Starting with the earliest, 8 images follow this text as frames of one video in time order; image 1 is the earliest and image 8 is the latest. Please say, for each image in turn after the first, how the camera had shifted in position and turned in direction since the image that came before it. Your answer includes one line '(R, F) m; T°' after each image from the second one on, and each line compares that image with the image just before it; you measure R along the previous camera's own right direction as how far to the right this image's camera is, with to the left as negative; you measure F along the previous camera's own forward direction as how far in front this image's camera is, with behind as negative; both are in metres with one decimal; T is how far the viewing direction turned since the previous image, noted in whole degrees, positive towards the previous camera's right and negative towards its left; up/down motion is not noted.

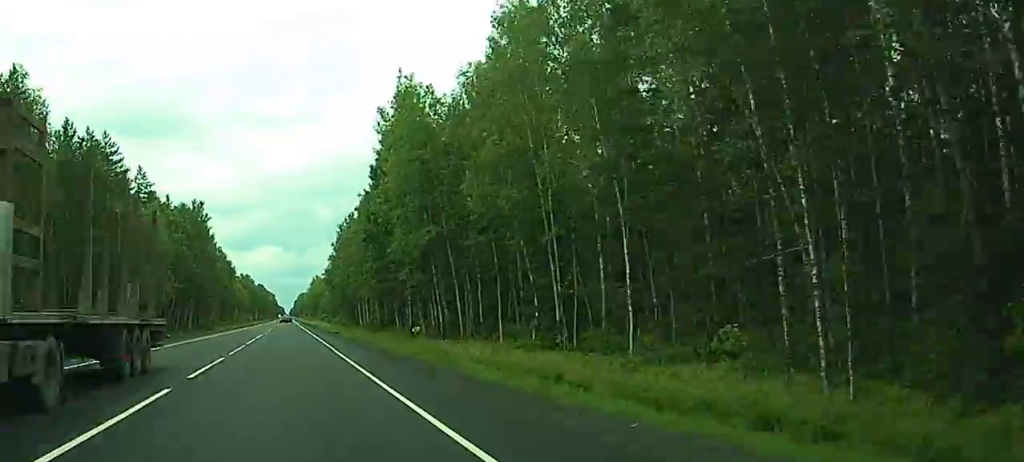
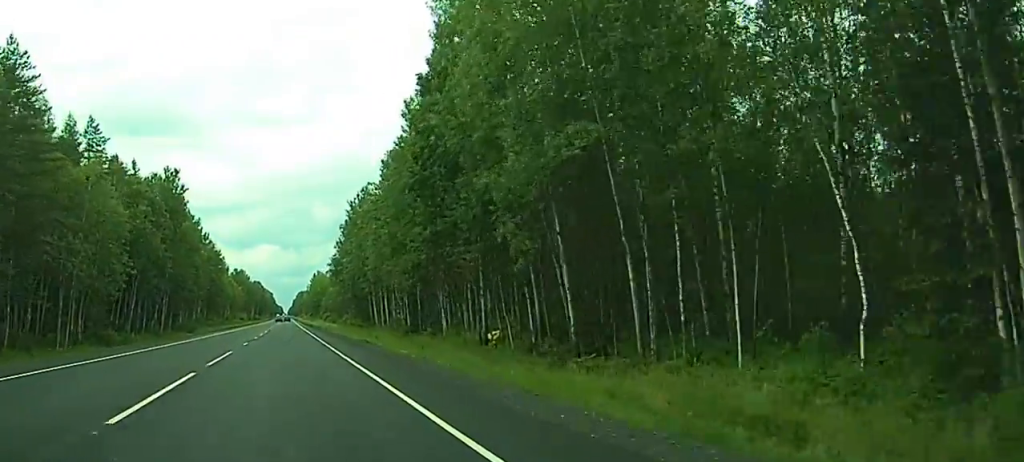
(+0.2, +32.0) m; 0°
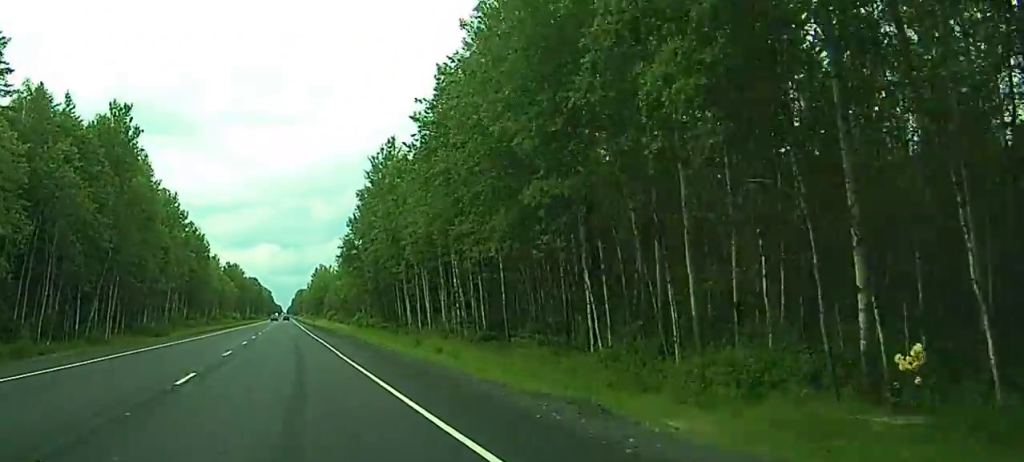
(-0.1, +35.8) m; -1°
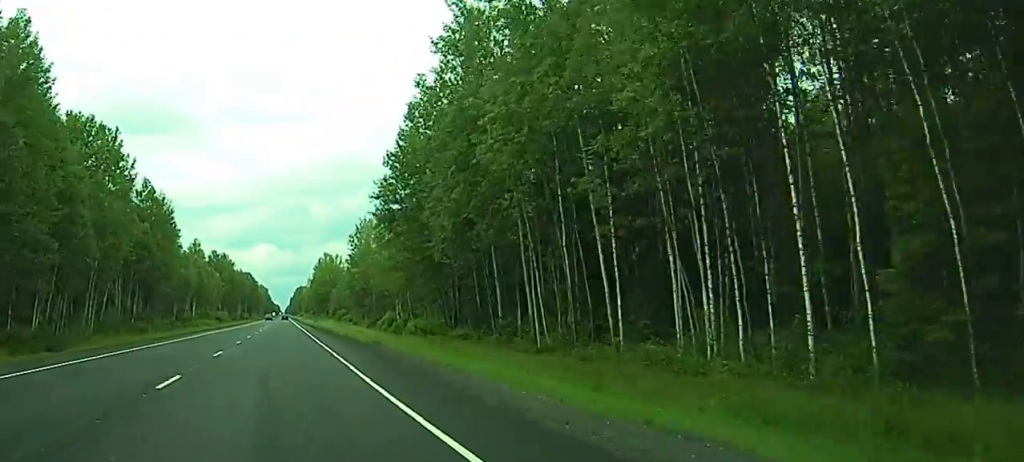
(0.0, +49.0) m; +1°
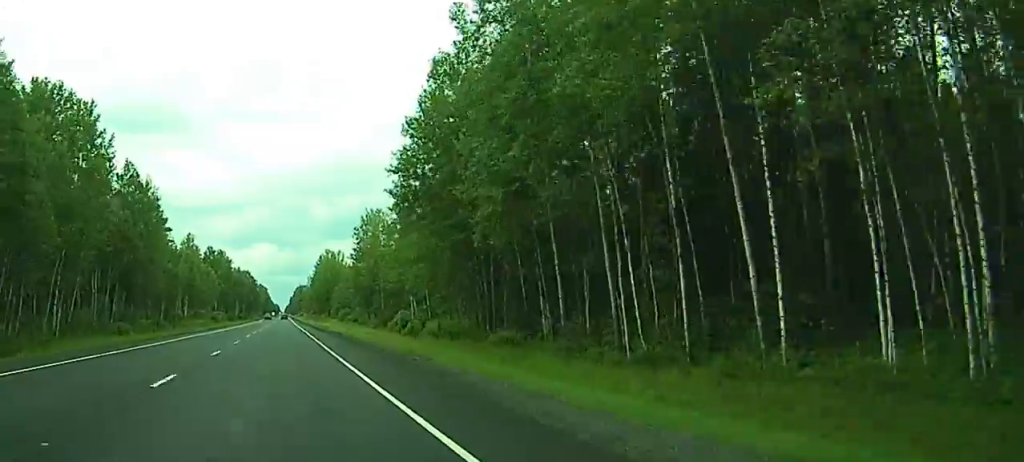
(0.0, +12.2) m; 0°
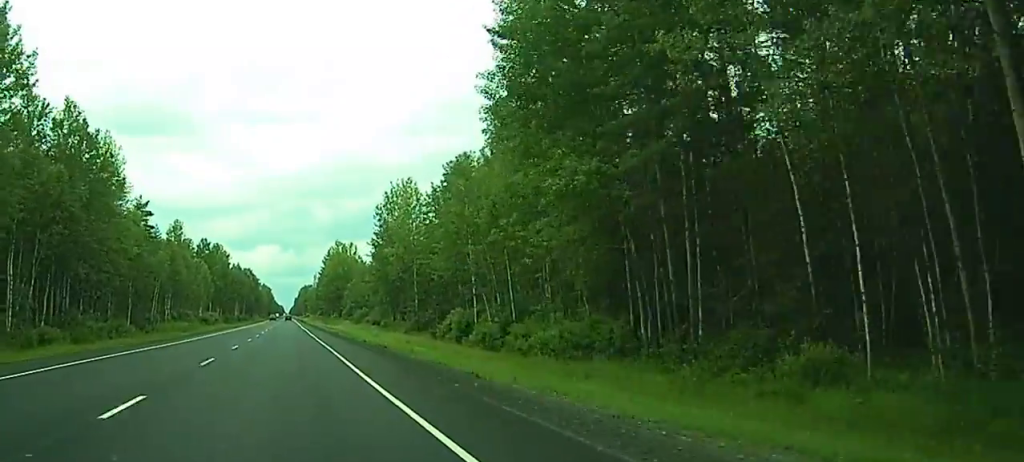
(+0.1, +28.2) m; 0°
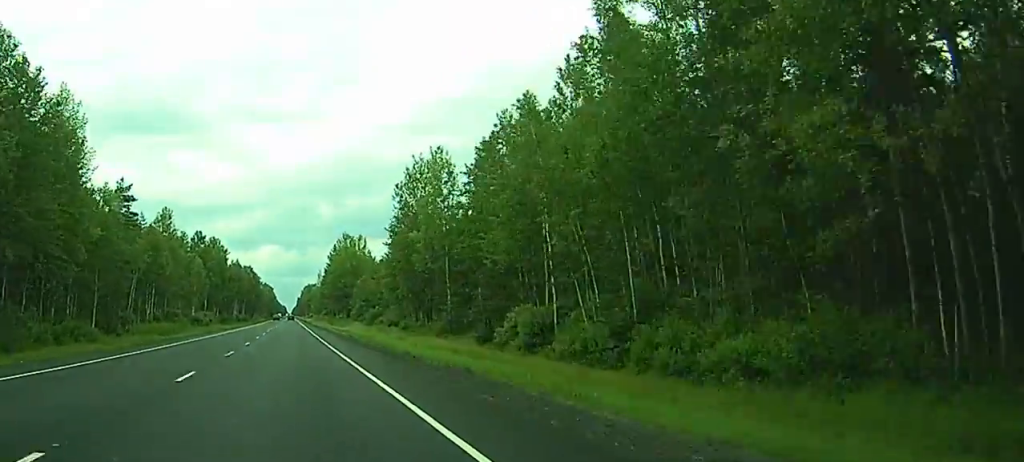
(-0.1, +17.9) m; 0°
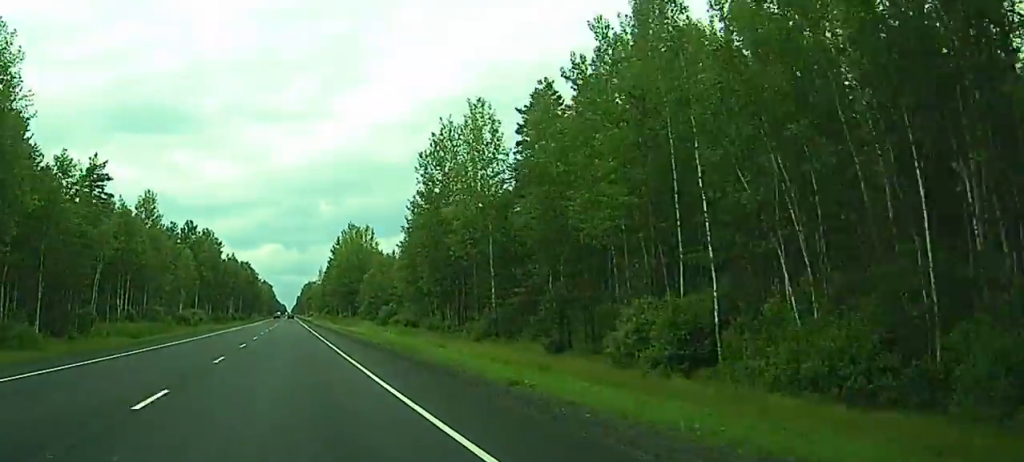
(0.0, +16.9) m; 0°
